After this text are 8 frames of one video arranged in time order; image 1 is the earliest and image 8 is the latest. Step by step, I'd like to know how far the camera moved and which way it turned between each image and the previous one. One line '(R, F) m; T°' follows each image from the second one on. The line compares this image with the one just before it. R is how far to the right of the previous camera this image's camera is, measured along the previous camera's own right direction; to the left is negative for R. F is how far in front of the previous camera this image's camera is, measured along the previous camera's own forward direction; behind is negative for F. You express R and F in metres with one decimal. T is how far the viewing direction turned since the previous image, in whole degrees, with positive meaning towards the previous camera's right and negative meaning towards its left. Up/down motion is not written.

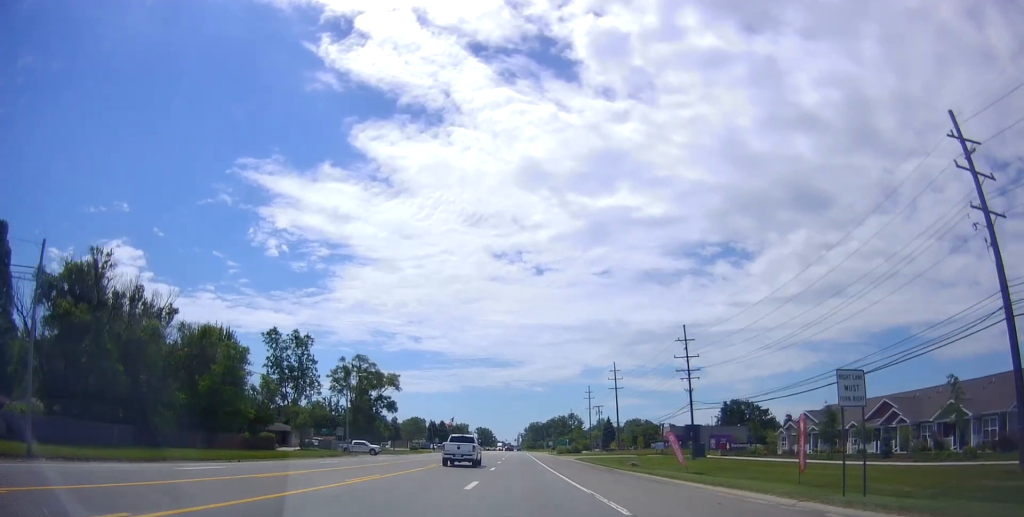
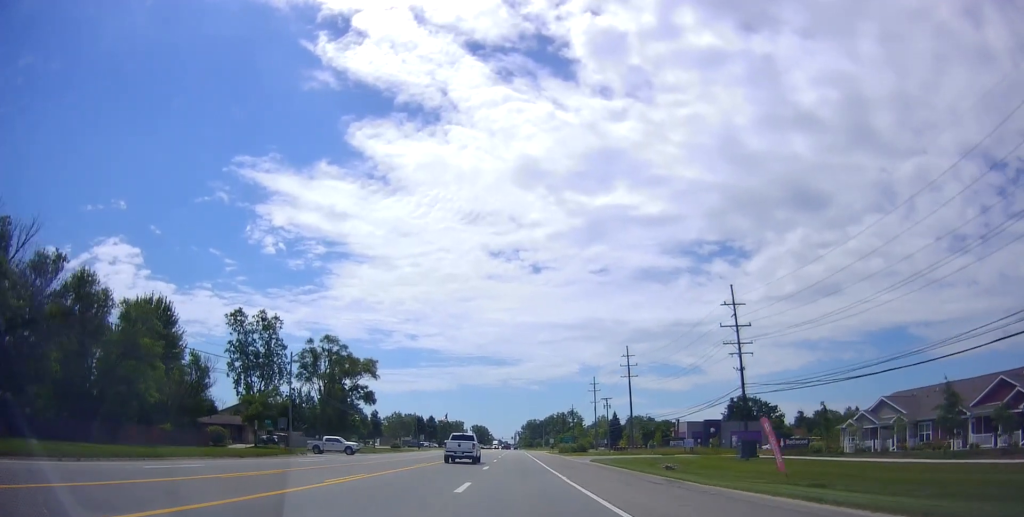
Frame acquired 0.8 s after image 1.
(+0.4, +17.2) m; +1°
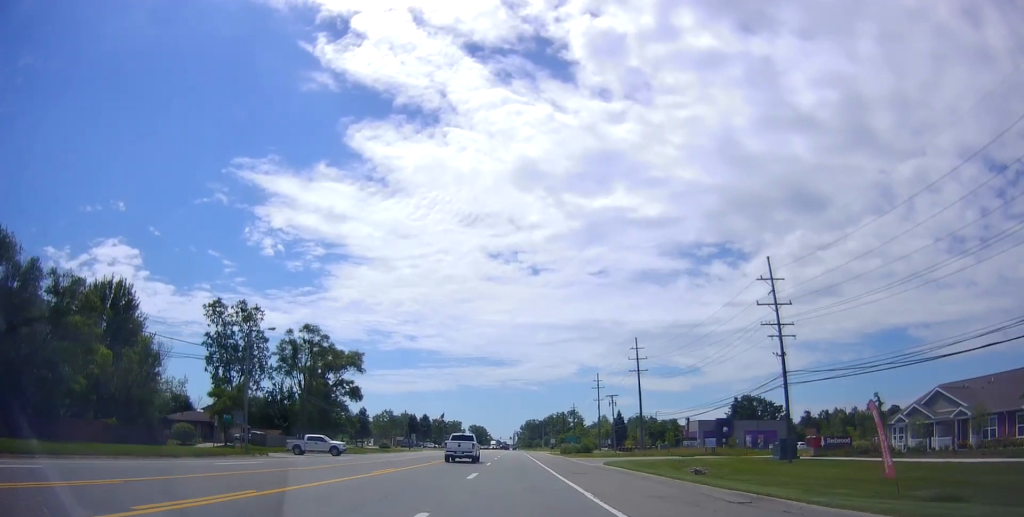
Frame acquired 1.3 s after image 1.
(-0.2, +8.9) m; 0°
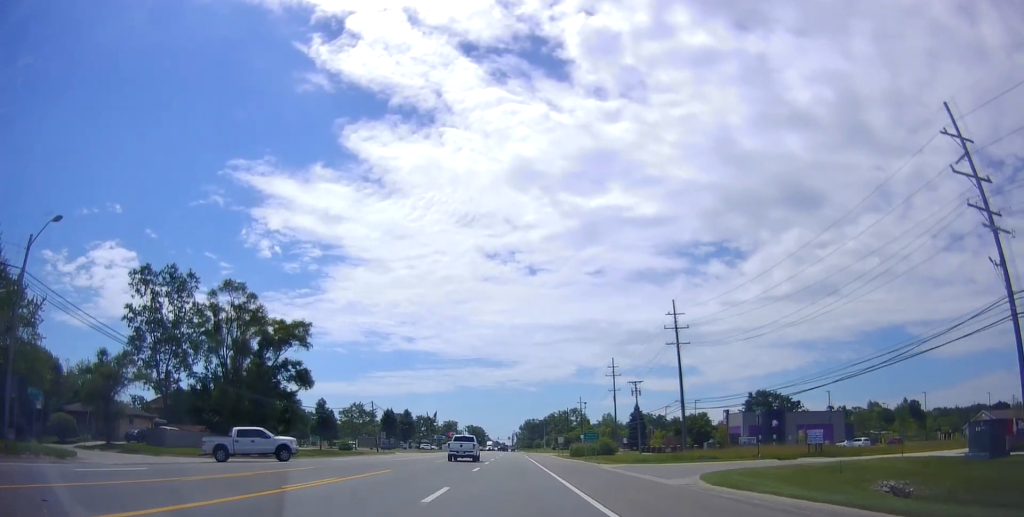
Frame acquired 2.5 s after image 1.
(+0.1, +24.7) m; +1°
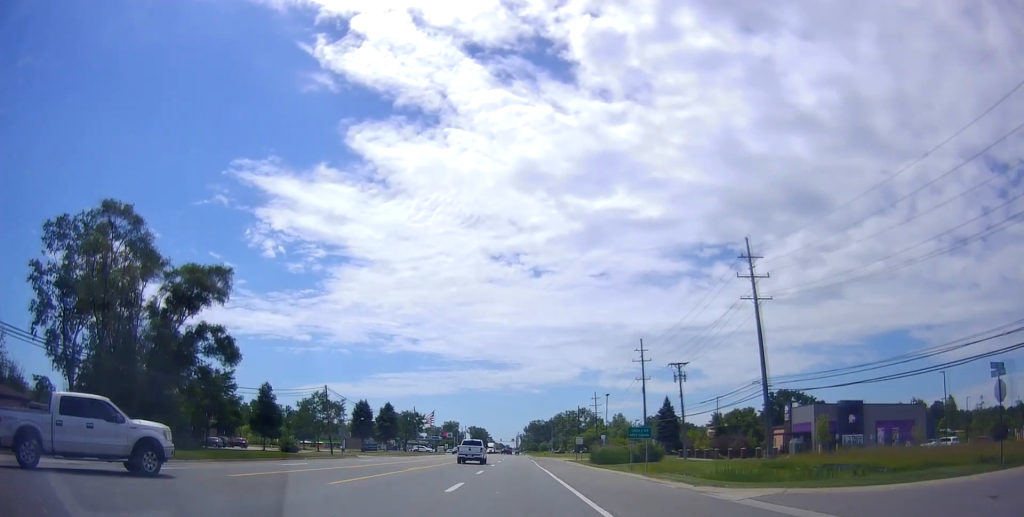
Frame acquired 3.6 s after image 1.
(+0.1, +23.3) m; 0°
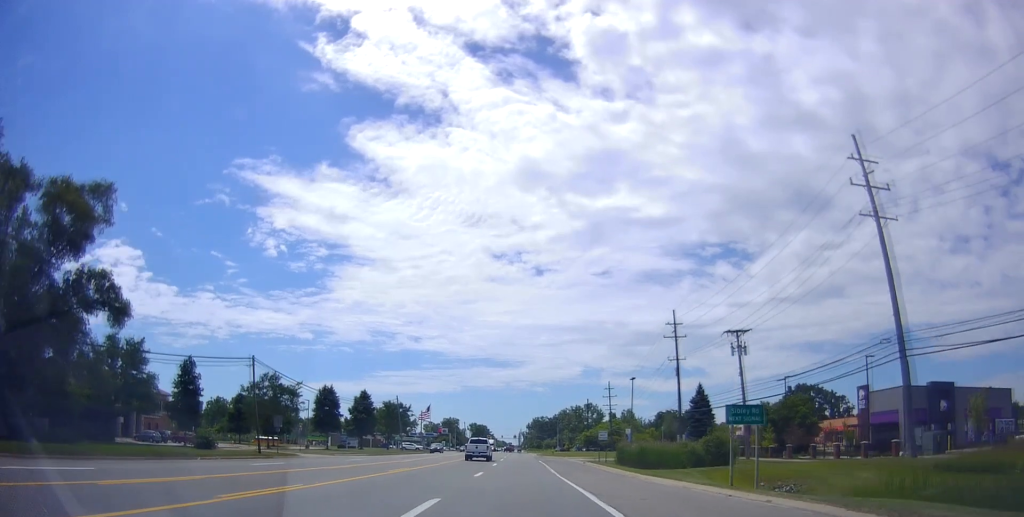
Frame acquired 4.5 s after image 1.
(0.0, +19.0) m; 0°
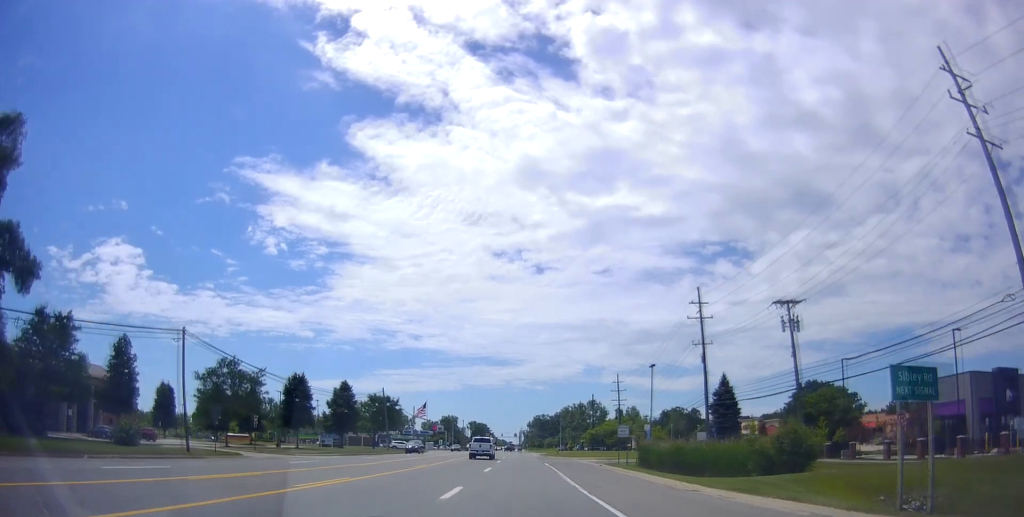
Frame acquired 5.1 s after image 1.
(0.0, +10.7) m; 0°
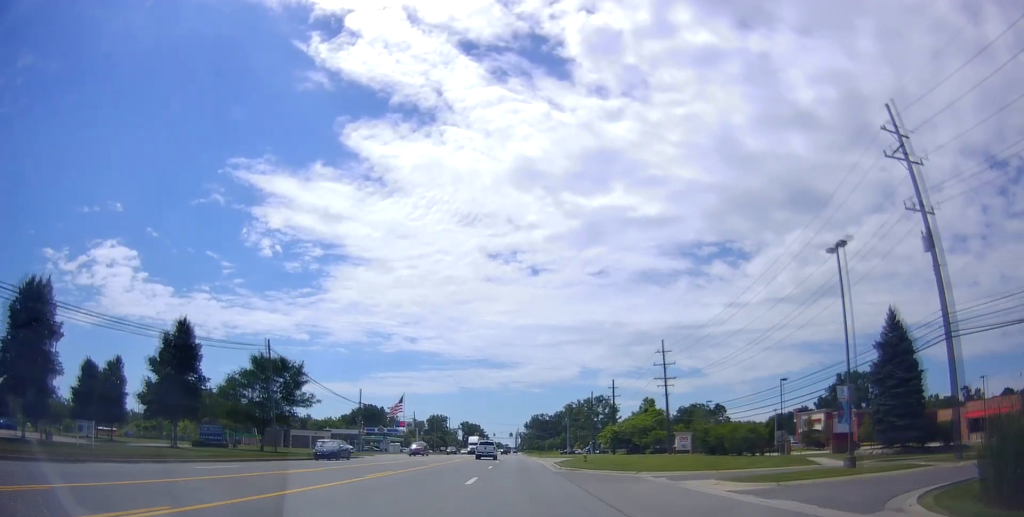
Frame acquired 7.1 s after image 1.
(0.0, +40.5) m; -1°
